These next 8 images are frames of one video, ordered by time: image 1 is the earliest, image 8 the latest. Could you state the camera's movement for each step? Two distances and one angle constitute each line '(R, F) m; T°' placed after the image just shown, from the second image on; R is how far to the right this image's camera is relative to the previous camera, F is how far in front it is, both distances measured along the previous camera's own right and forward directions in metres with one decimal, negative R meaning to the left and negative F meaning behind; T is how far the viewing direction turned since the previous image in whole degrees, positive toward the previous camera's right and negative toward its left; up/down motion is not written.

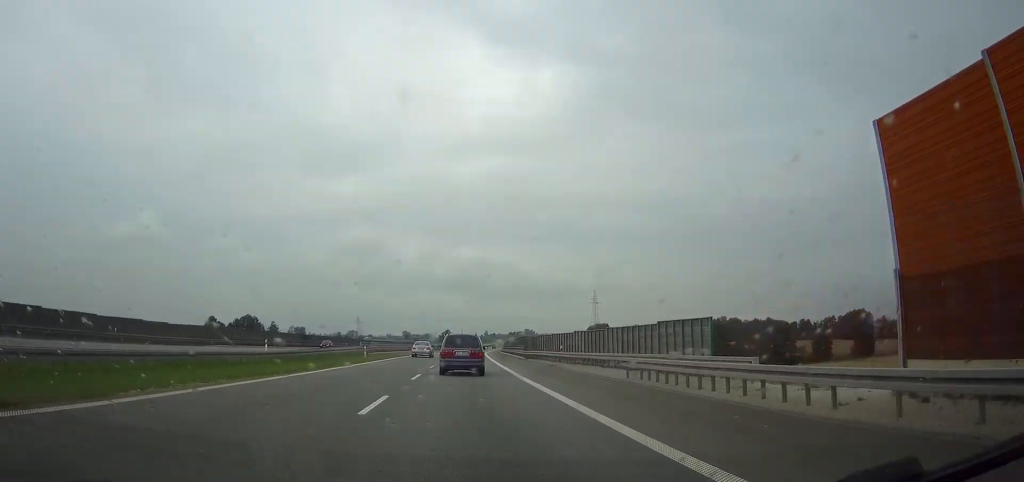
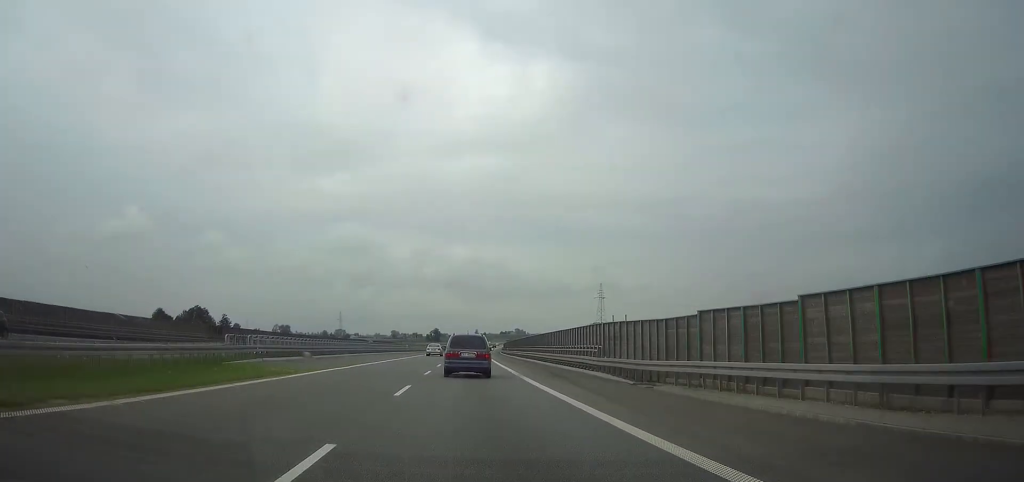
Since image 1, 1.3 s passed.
(0.0, +42.8) m; 0°
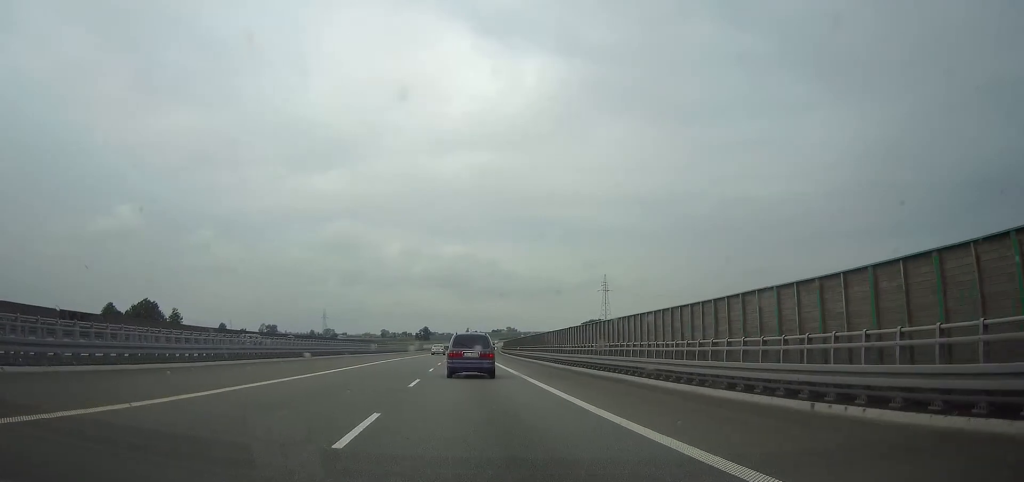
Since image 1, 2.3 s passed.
(0.0, +31.9) m; 0°
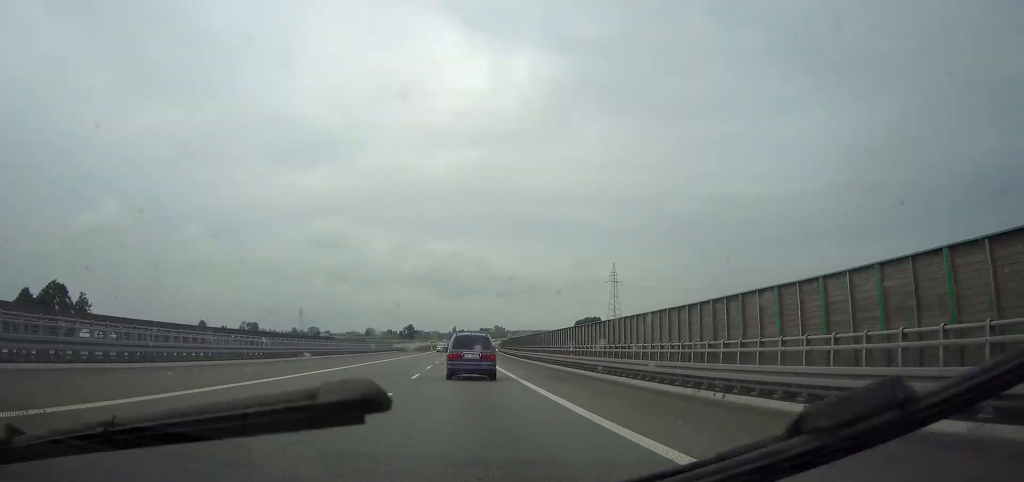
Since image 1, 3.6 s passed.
(0.0, +42.8) m; 0°
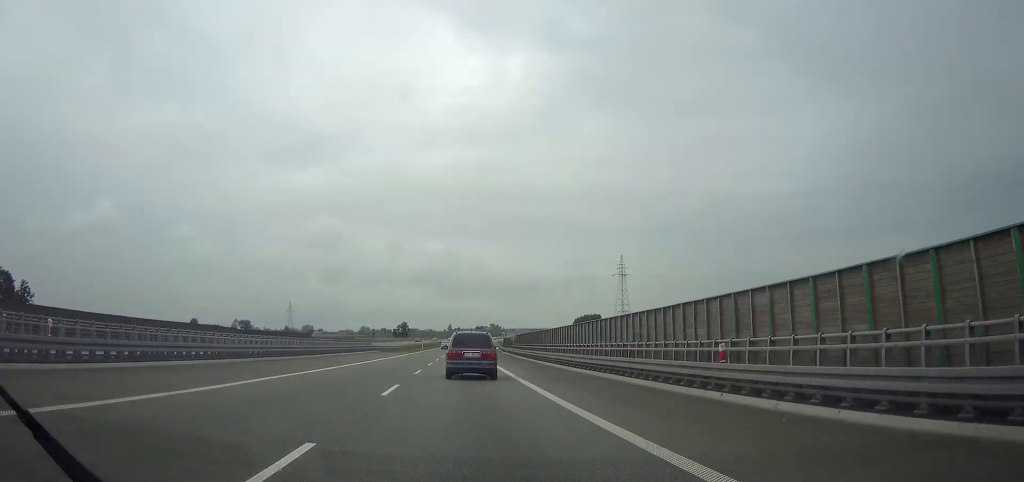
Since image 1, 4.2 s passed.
(0.0, +20.7) m; 0°
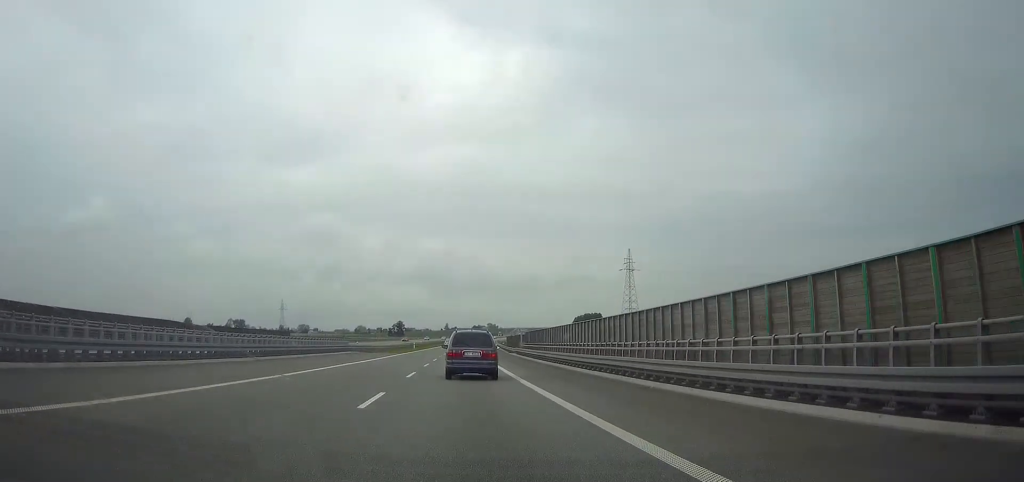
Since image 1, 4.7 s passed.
(0.0, +15.3) m; 0°
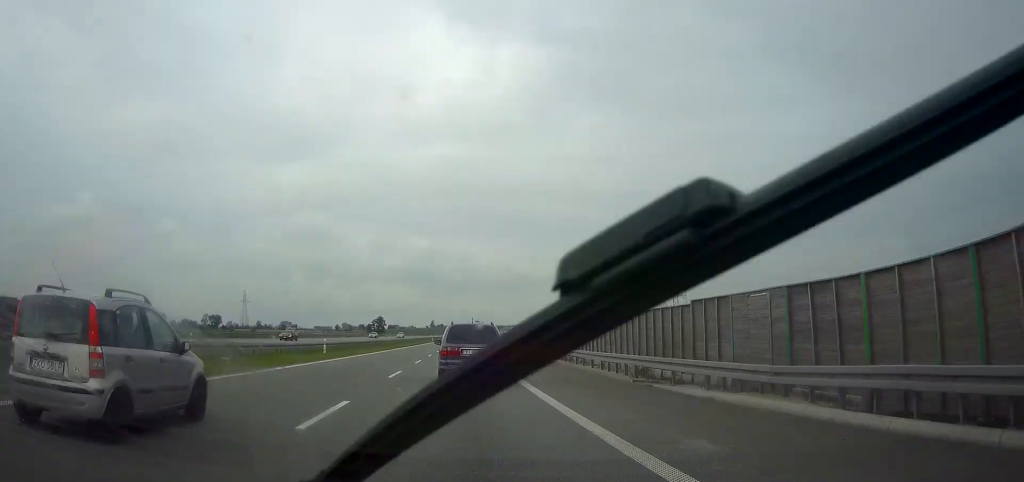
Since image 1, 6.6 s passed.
(0.0, +62.3) m; 0°
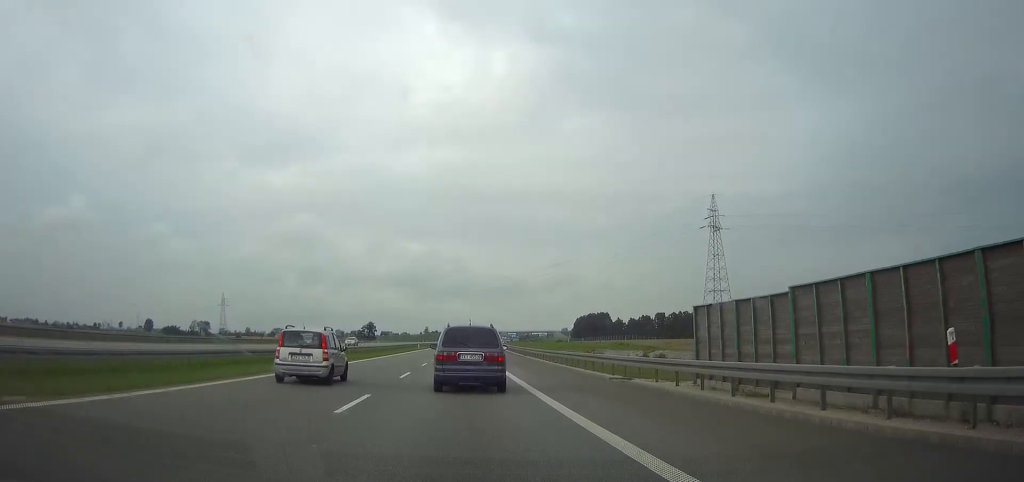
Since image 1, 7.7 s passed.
(0.0, +34.7) m; 0°
